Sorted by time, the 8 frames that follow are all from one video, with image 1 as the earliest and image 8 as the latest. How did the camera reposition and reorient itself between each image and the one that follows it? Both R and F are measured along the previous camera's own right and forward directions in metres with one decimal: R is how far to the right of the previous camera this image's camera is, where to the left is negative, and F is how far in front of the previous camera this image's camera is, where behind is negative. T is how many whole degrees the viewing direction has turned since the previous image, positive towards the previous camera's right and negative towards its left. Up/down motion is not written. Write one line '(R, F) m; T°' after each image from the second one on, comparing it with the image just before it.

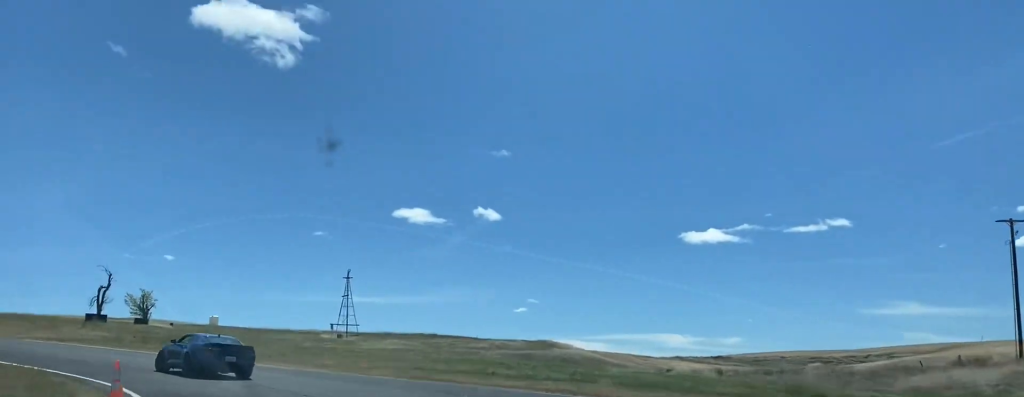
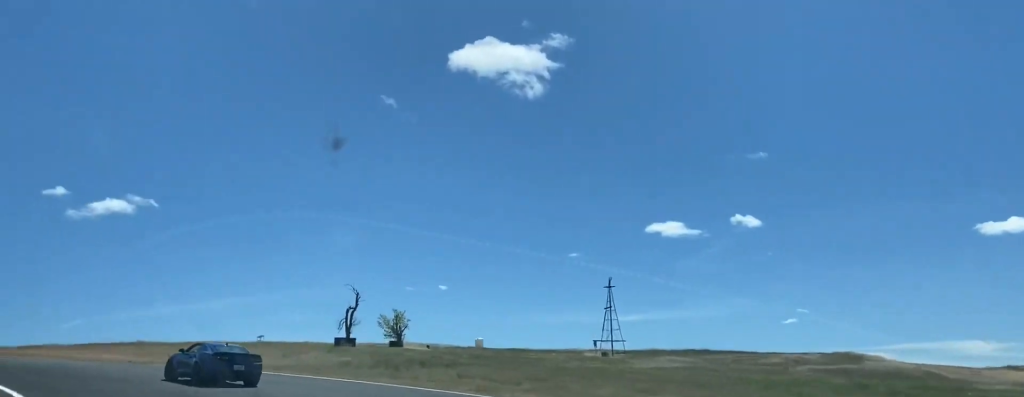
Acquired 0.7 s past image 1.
(-4.1, +15.0) m; -19°
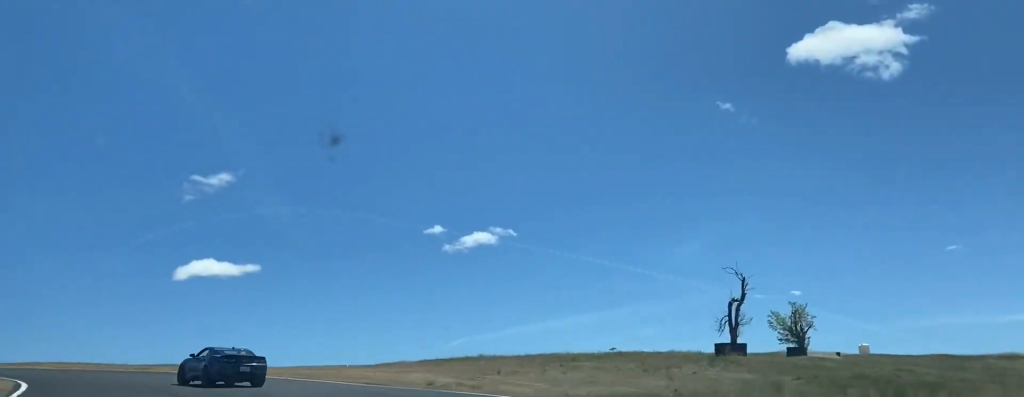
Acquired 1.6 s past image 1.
(-4.0, +20.2) m; -23°
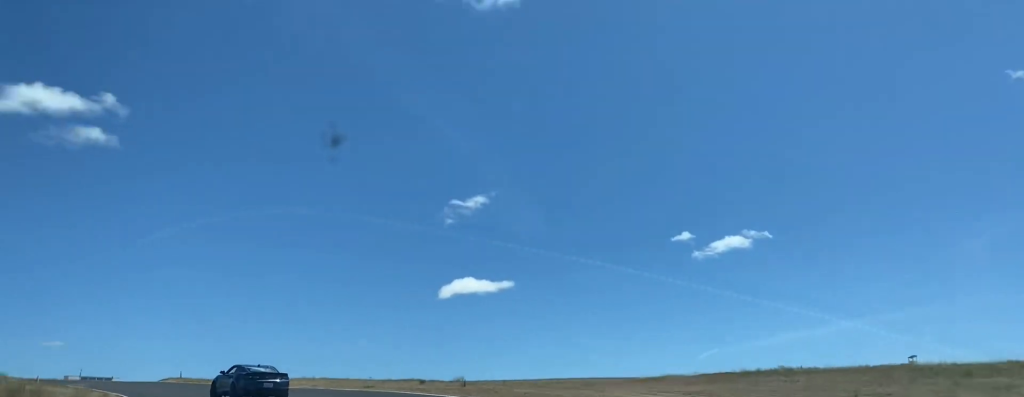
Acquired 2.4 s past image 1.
(-2.7, +15.6) m; -18°
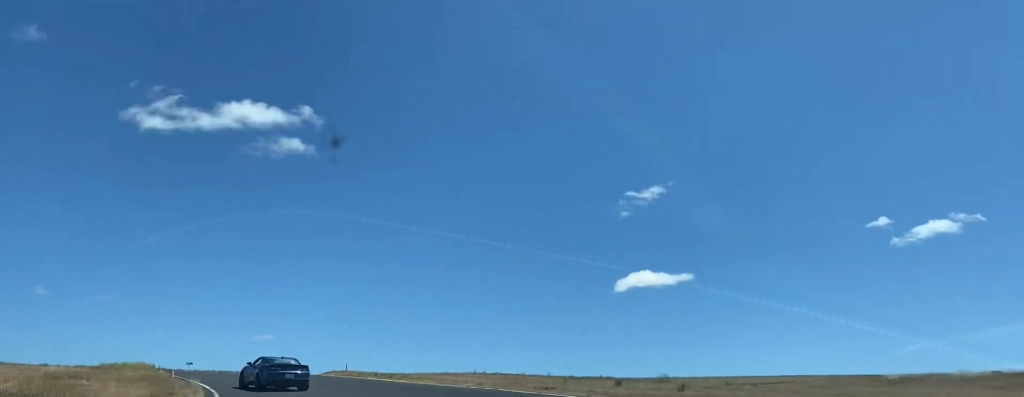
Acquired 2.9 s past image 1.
(-0.8, +11.1) m; -12°
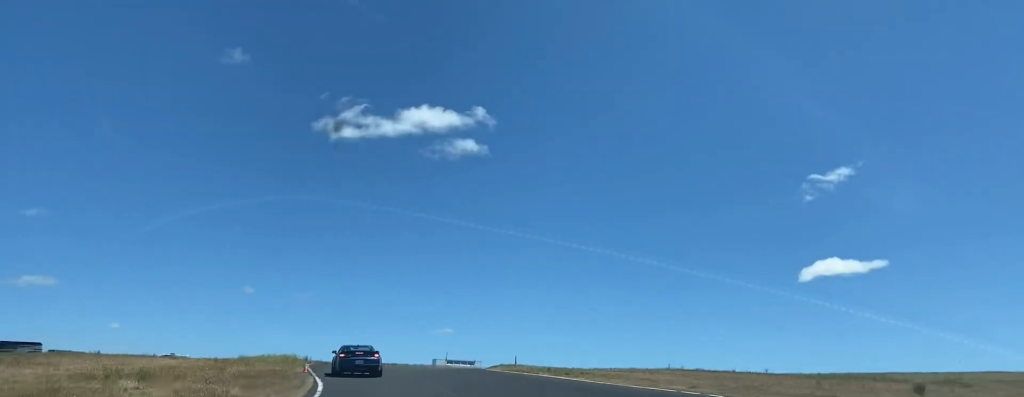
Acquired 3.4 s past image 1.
(-1.7, +10.9) m; -7°
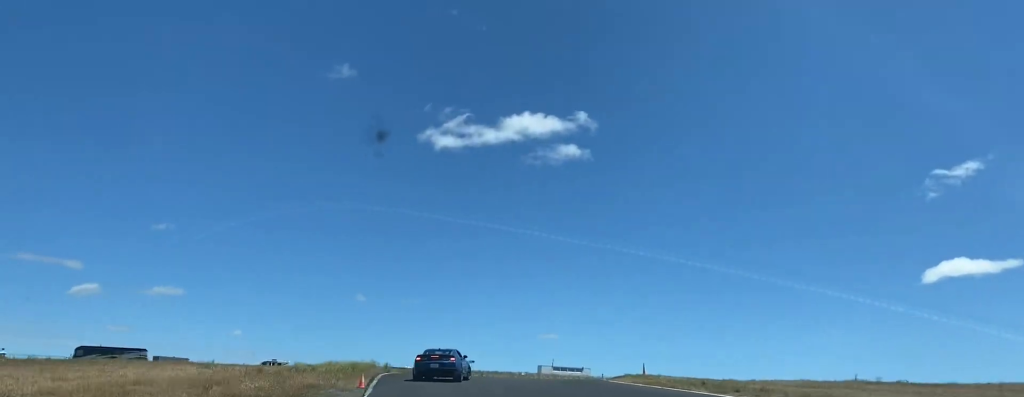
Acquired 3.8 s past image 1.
(-0.9, +10.4) m; -6°
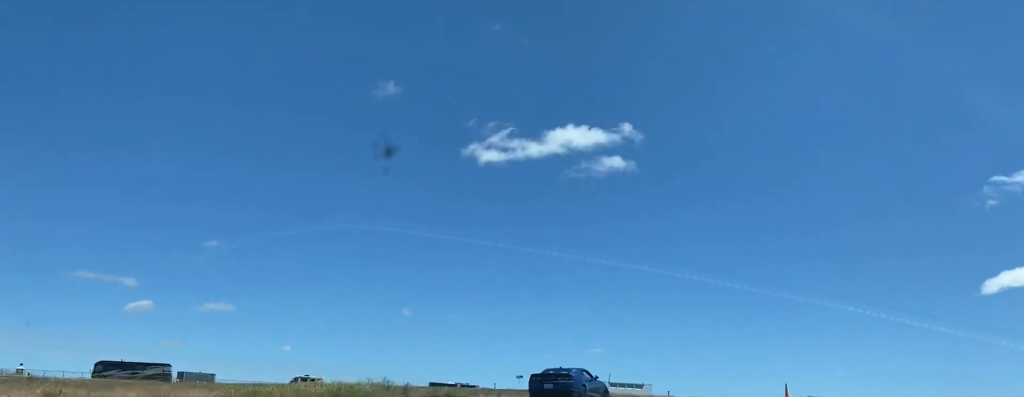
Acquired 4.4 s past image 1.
(-0.6, +12.9) m; -1°
